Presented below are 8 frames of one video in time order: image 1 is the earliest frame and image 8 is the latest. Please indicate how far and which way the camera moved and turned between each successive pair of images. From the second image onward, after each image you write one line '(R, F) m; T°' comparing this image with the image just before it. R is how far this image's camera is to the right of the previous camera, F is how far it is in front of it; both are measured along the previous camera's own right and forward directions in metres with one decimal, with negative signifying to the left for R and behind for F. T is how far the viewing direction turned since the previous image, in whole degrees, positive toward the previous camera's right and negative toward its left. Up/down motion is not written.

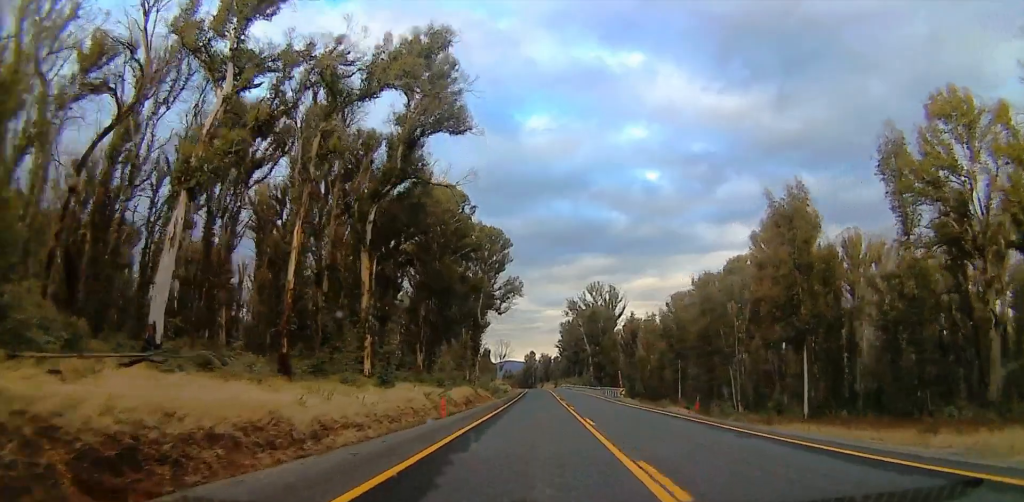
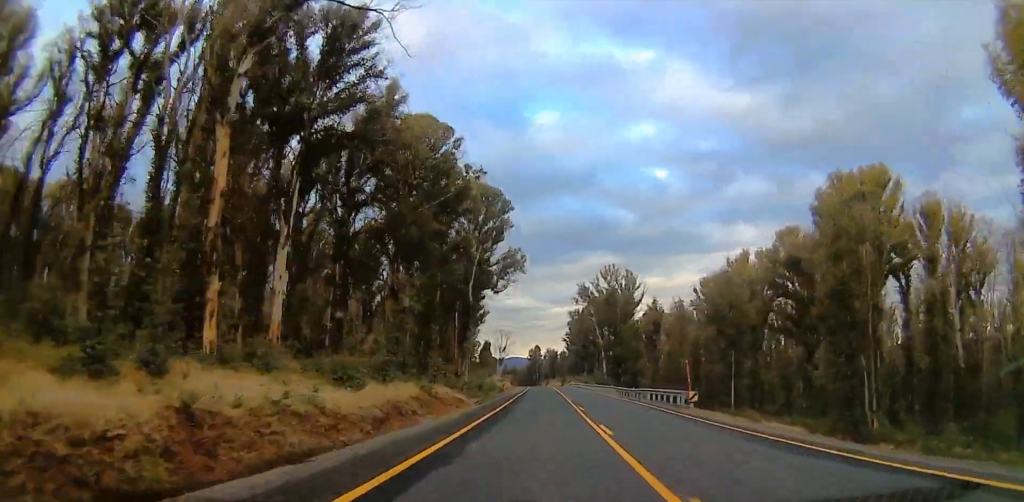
(+0.7, +27.2) m; 0°
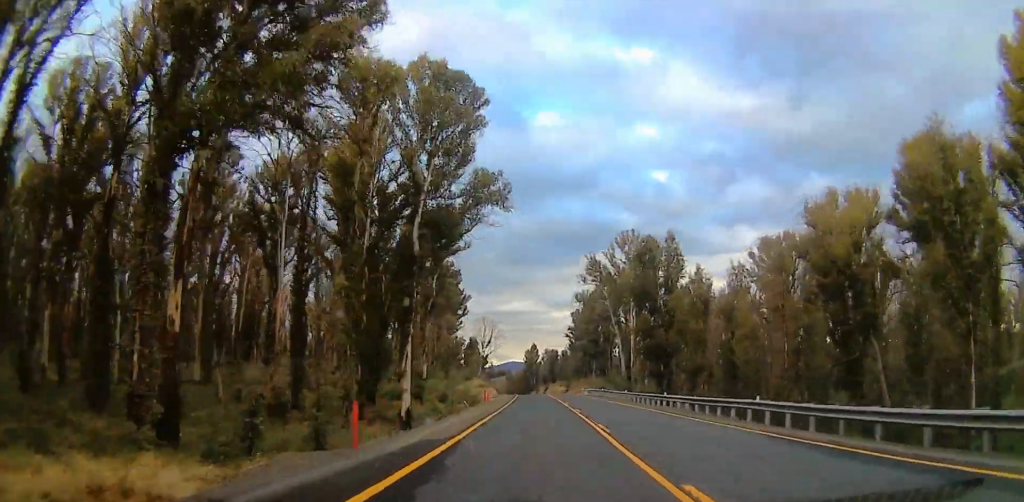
(-1.9, +47.2) m; -2°
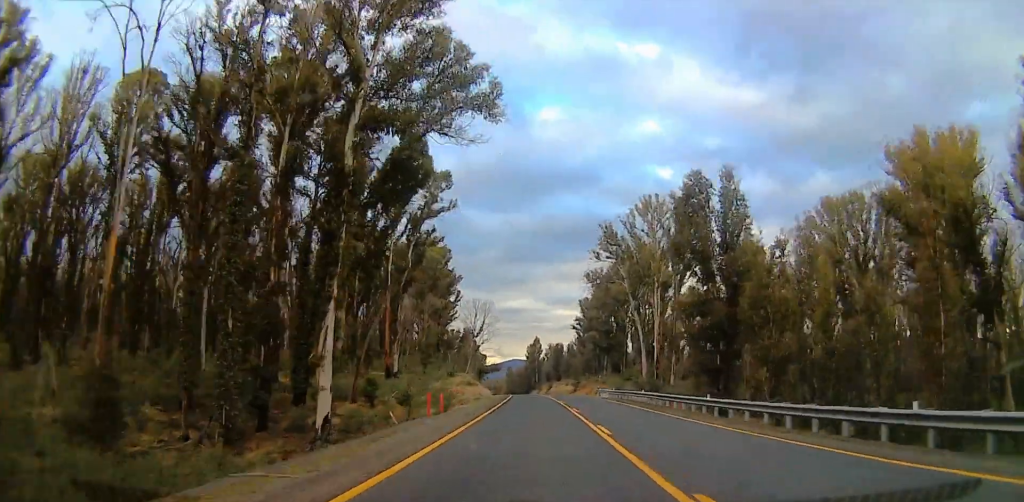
(+1.2, +25.8) m; +1°
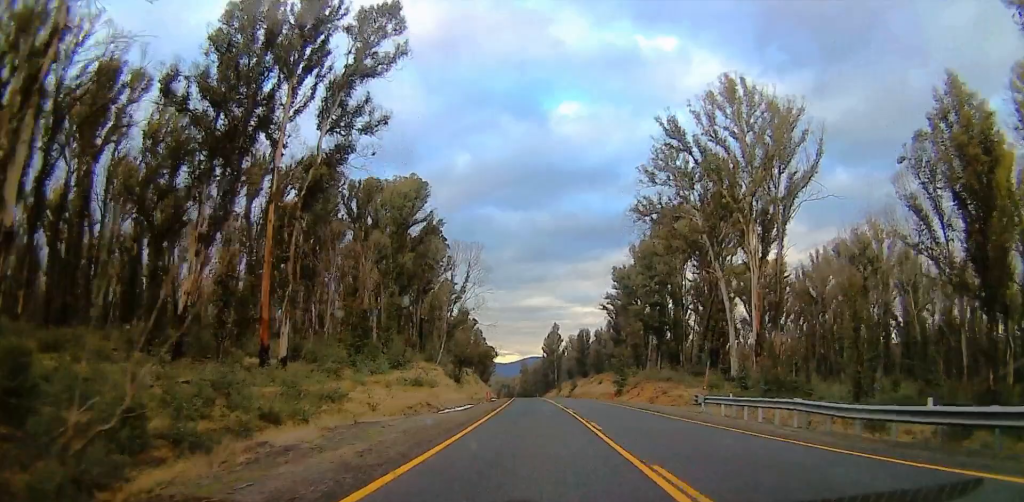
(-1.1, +45.3) m; -2°
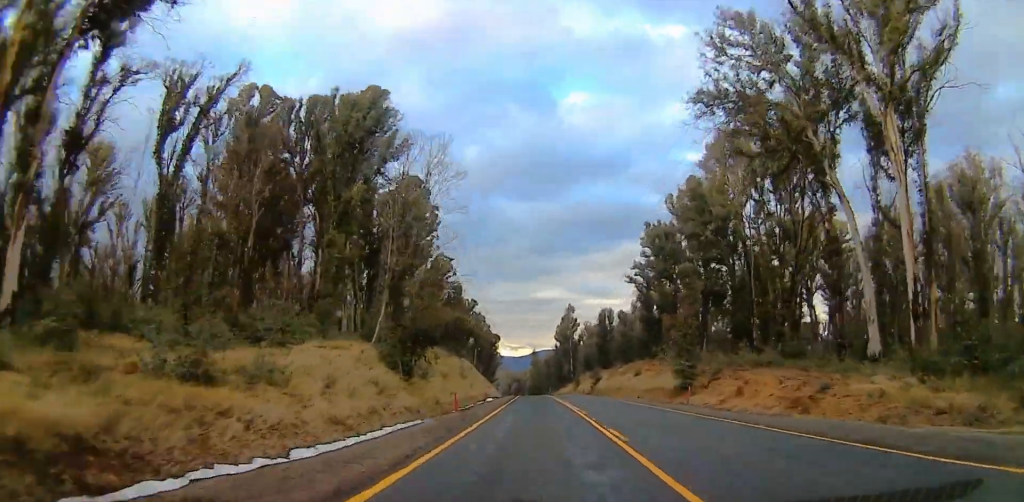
(-0.3, +28.9) m; -1°
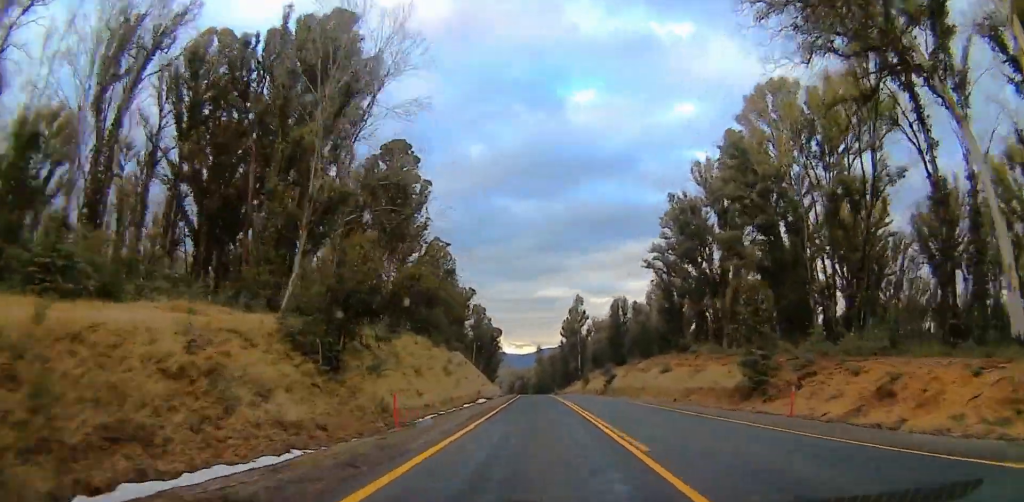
(-0.2, +15.0) m; -1°
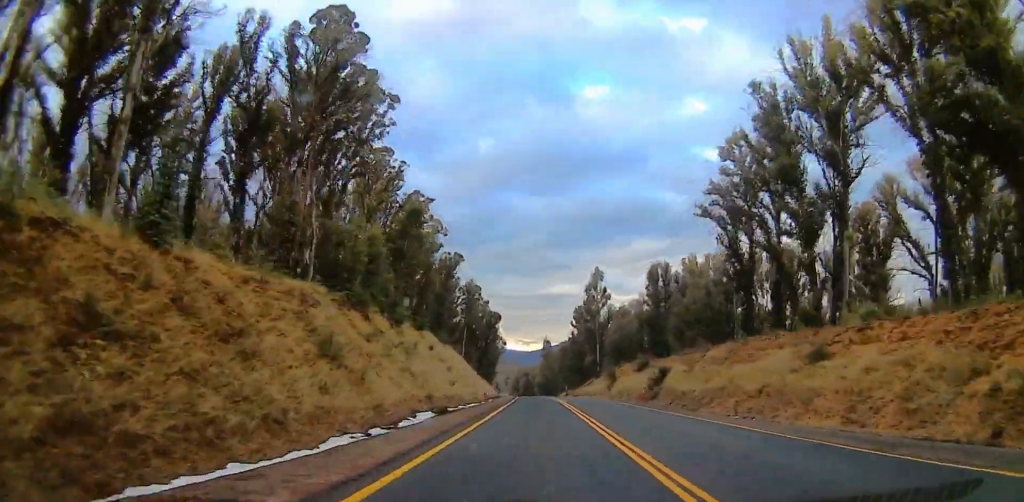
(+0.2, +32.1) m; +3°
